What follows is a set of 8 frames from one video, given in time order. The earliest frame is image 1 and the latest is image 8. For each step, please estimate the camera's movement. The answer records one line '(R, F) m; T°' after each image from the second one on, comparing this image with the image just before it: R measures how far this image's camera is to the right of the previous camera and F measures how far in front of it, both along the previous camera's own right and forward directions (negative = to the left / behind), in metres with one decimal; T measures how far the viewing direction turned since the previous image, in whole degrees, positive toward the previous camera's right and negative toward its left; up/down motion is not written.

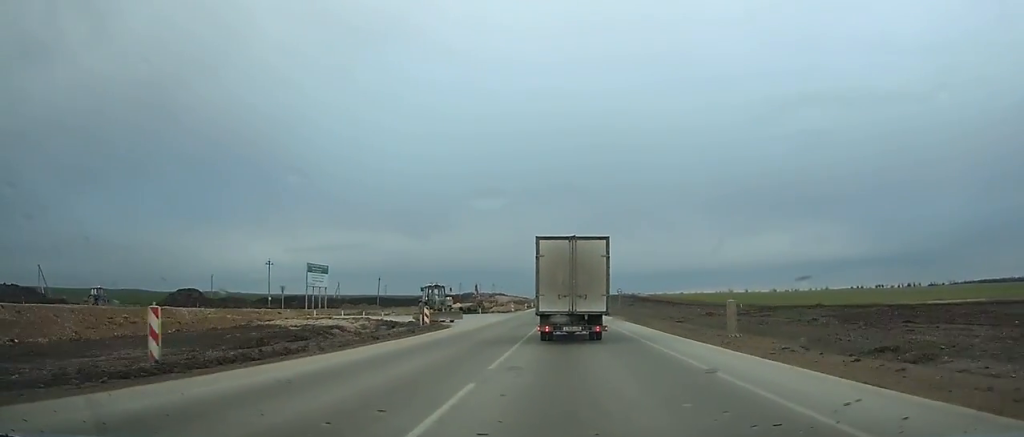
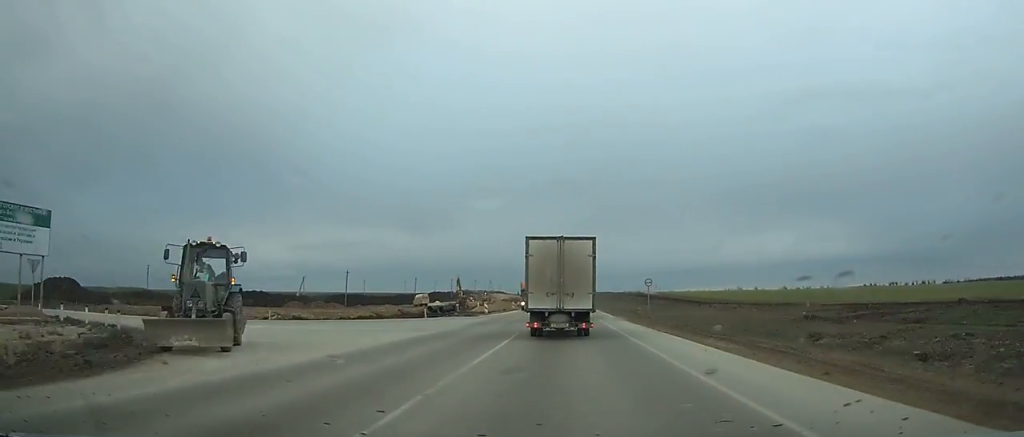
(+0.4, +29.4) m; -1°
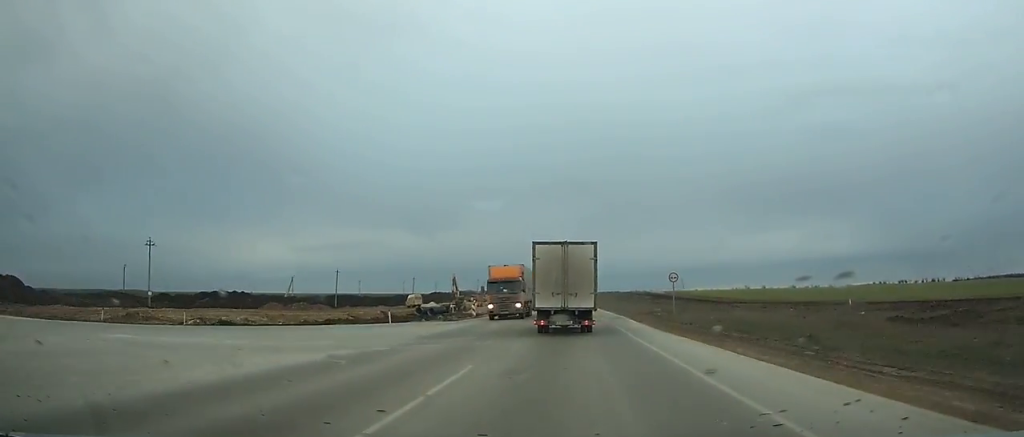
(-0.2, +12.0) m; -1°
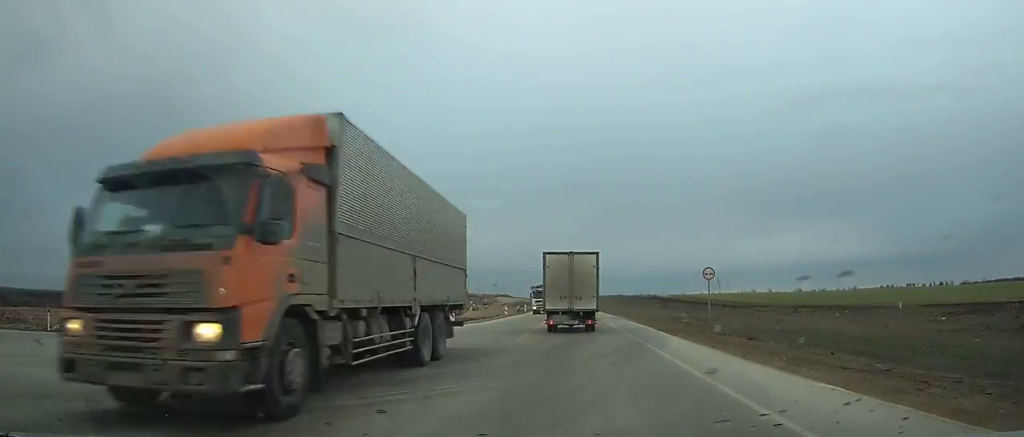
(-0.3, +11.2) m; 0°
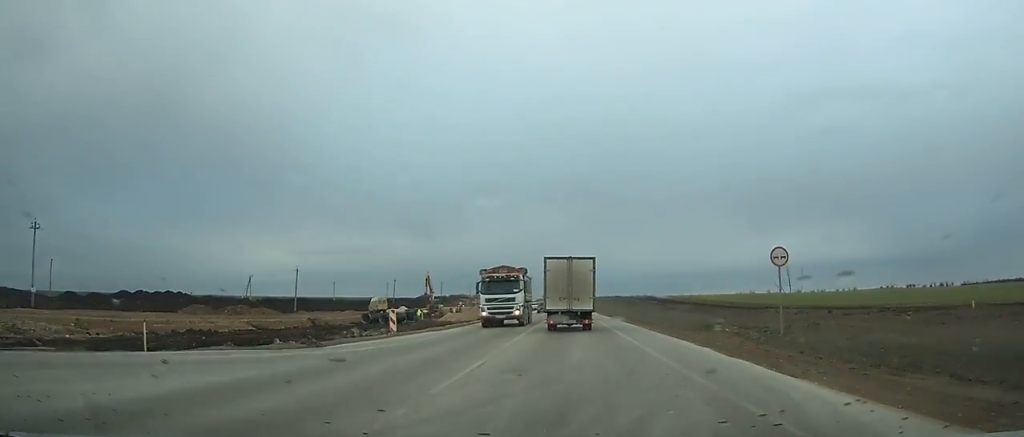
(-0.1, +12.3) m; 0°
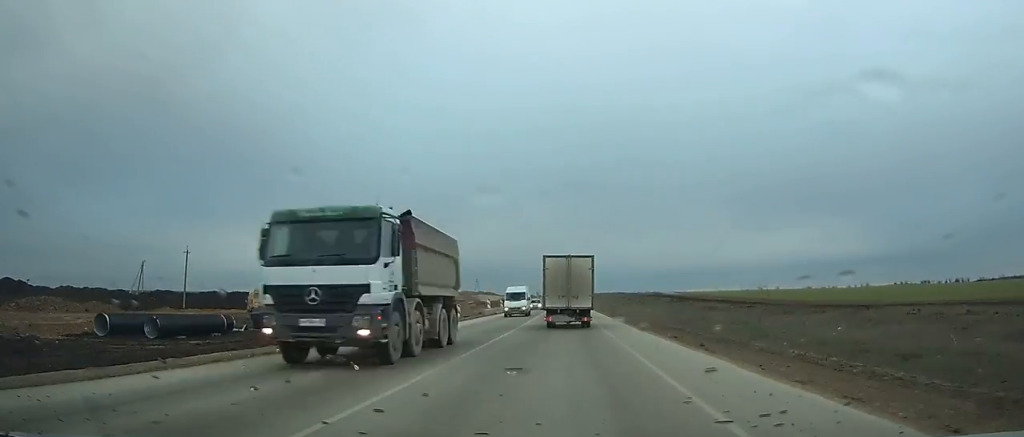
(+0.4, +37.3) m; +1°
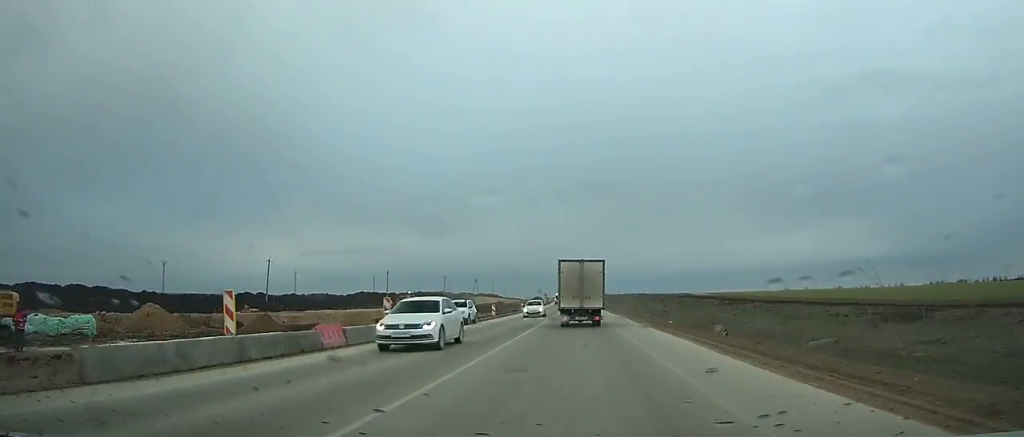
(-0.1, +50.3) m; 0°
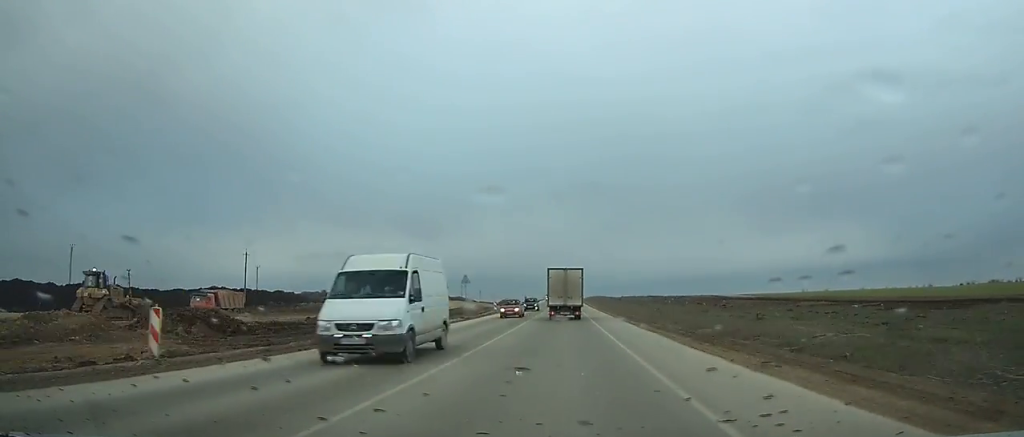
(+0.5, +78.2) m; +1°
